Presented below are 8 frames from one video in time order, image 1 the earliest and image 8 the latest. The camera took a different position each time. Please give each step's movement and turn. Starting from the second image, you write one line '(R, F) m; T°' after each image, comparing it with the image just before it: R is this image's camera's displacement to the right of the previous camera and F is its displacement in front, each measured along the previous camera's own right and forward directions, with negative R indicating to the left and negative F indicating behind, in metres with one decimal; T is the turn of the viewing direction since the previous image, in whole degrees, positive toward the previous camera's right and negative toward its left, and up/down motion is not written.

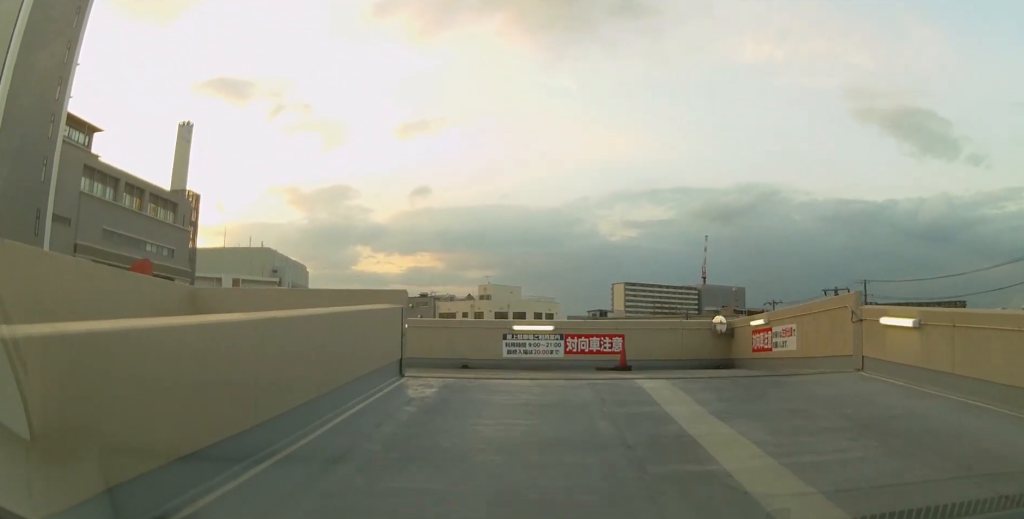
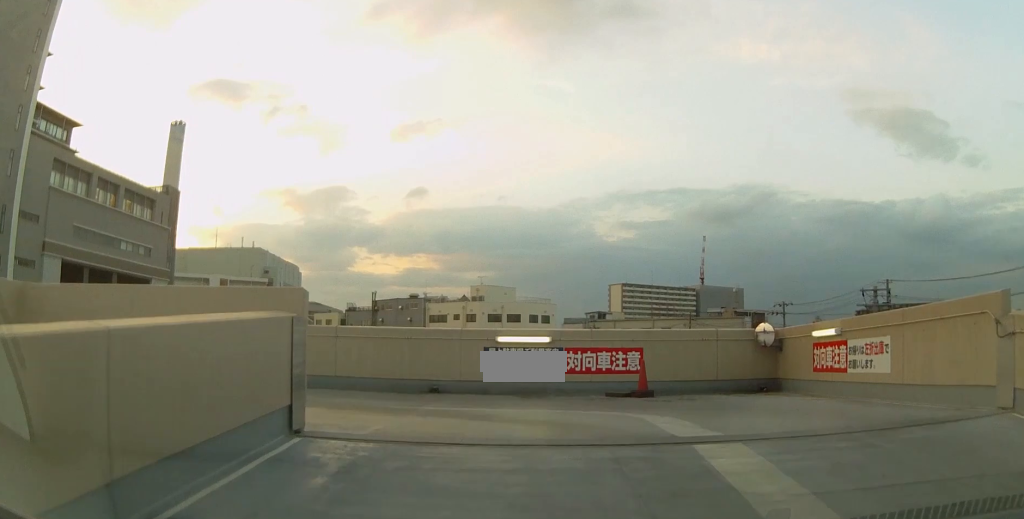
(+0.1, +5.2) m; -2°
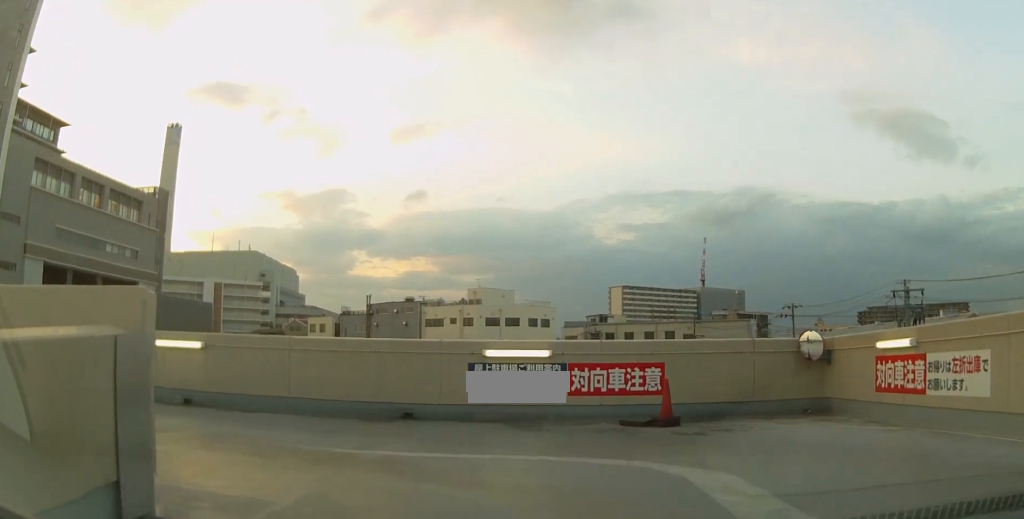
(-0.2, +3.3) m; -3°
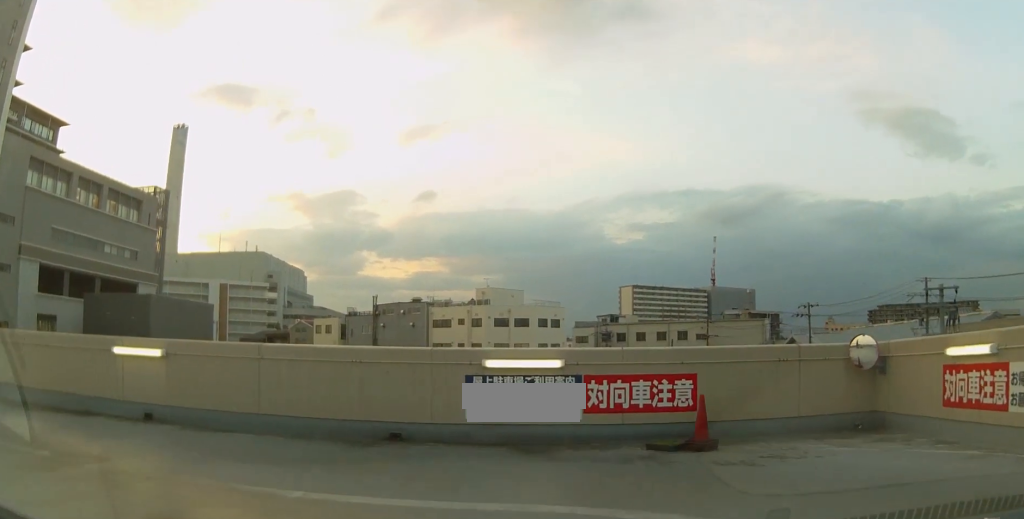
(0.0, +2.2) m; -5°
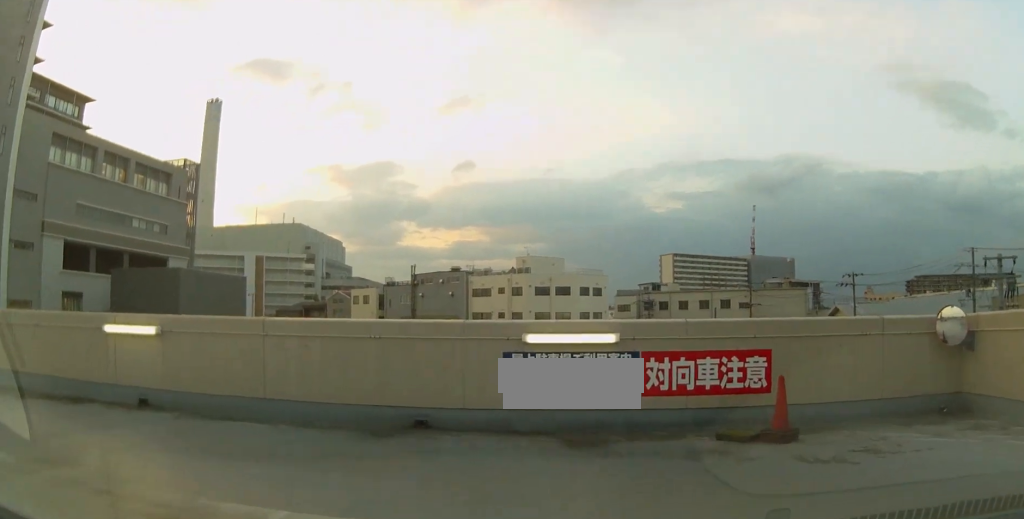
(+0.1, +1.9) m; -6°
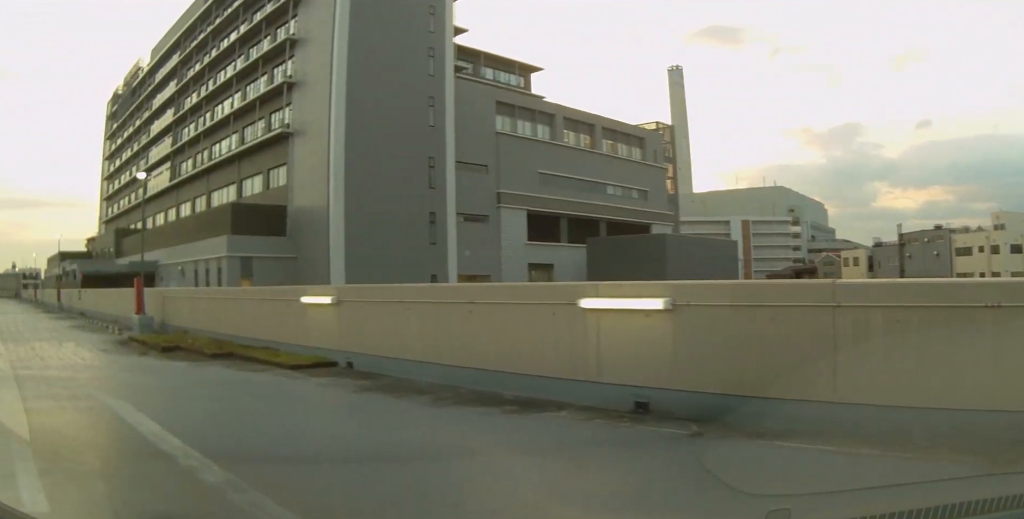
(-0.9, +4.2) m; -33°
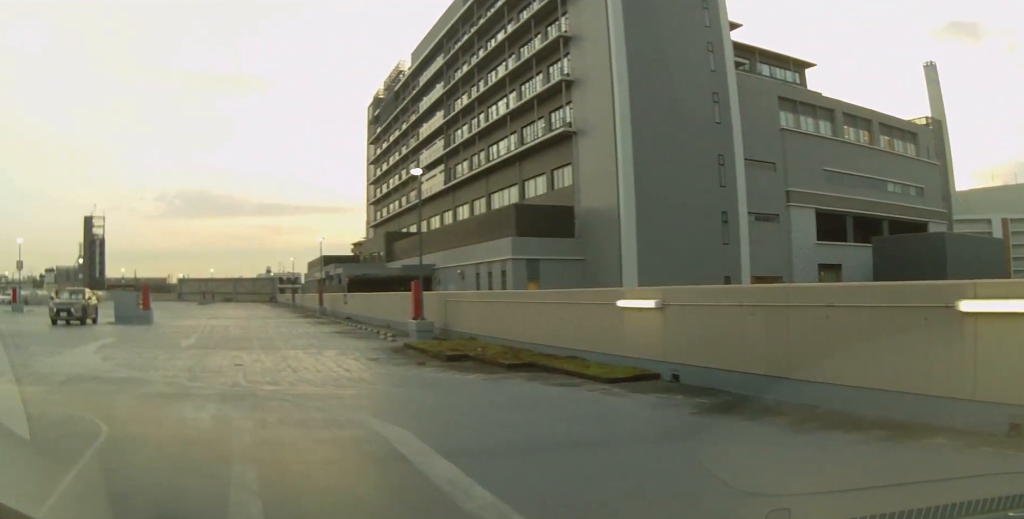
(-0.7, +1.5) m; -34°
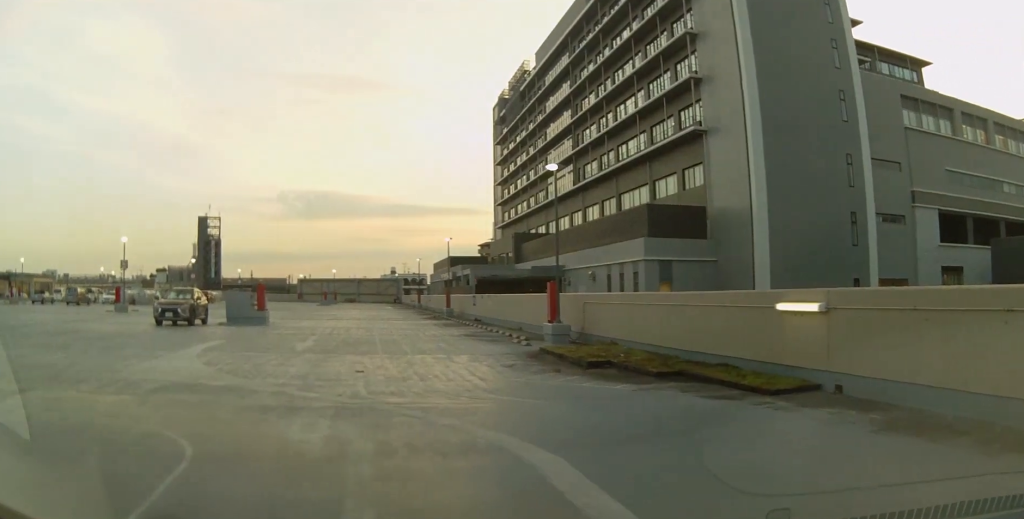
(-0.2, +1.0) m; -9°
